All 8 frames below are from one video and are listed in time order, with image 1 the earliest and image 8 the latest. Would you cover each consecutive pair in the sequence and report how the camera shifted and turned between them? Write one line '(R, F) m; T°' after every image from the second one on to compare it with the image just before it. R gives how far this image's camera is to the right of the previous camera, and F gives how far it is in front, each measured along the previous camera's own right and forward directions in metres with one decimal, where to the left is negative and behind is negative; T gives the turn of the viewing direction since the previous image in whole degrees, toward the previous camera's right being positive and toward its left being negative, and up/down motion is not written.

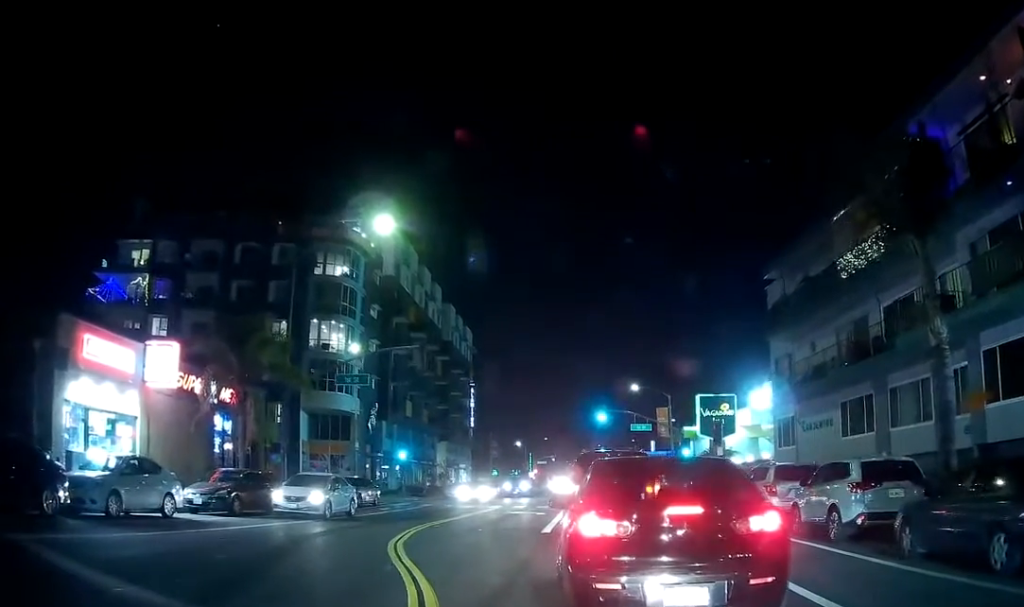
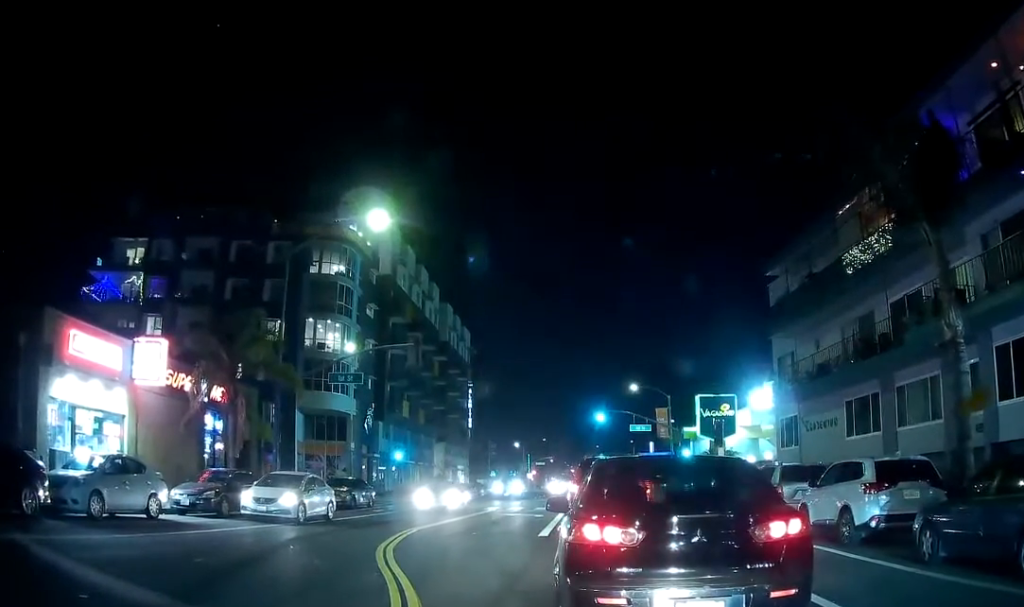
(-0.1, +0.4) m; 0°
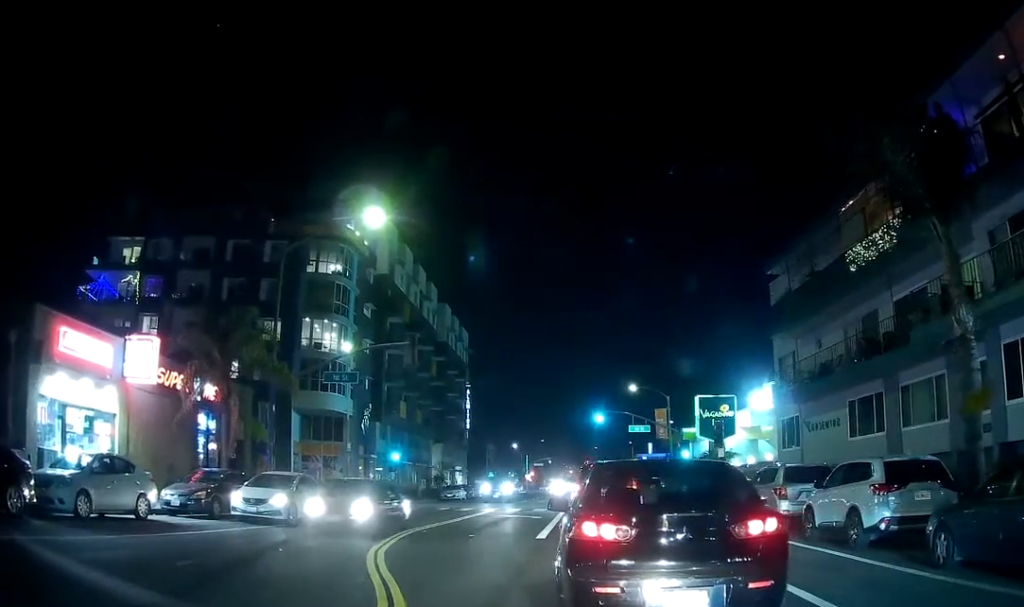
(-0.1, +0.7) m; 0°
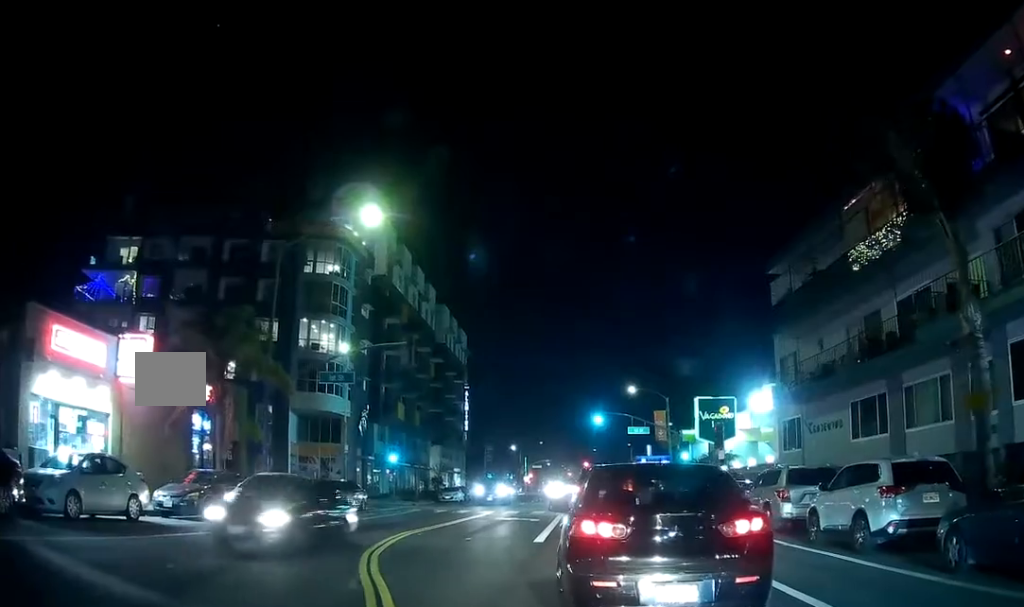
(0.0, +0.2) m; 0°
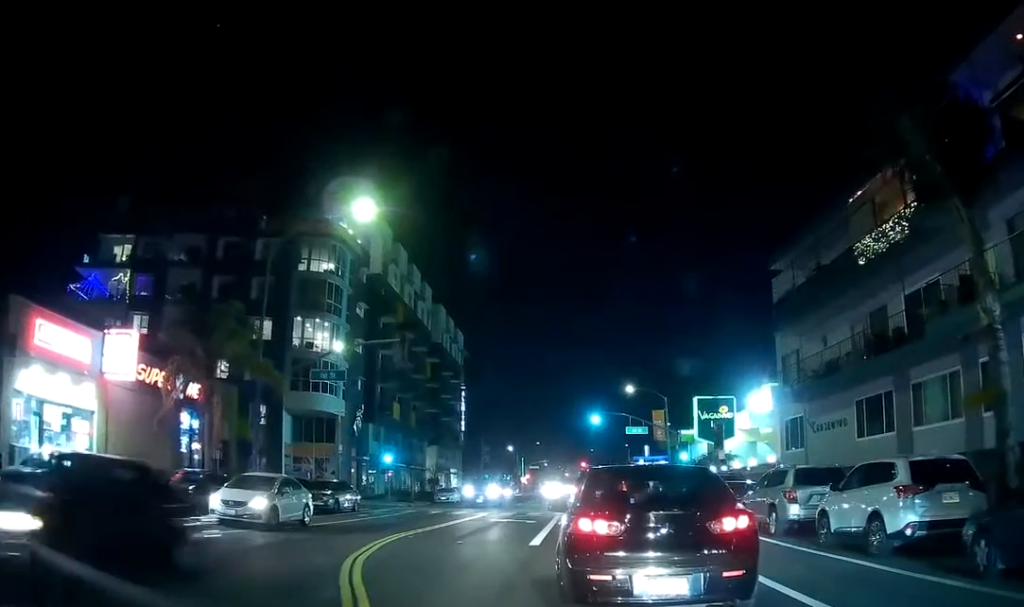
(0.0, +0.3) m; 0°
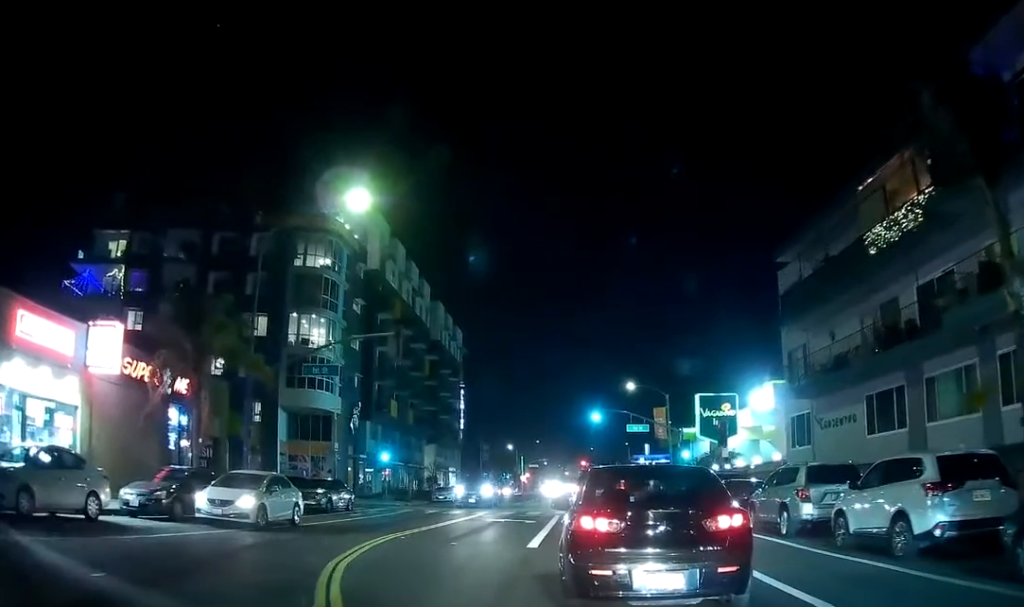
(0.0, +0.4) m; -3°
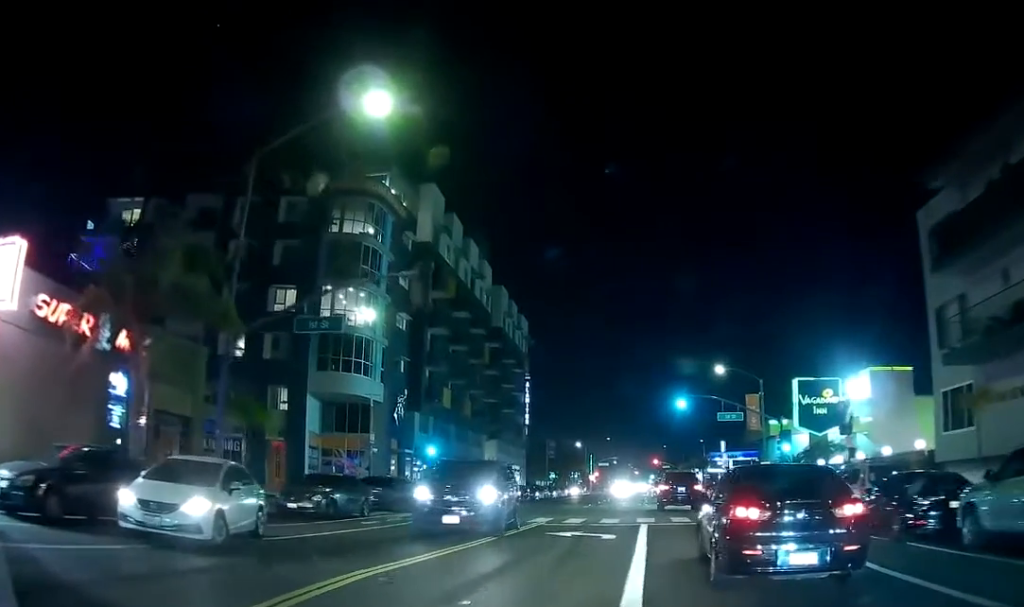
(-0.3, +4.7) m; -4°
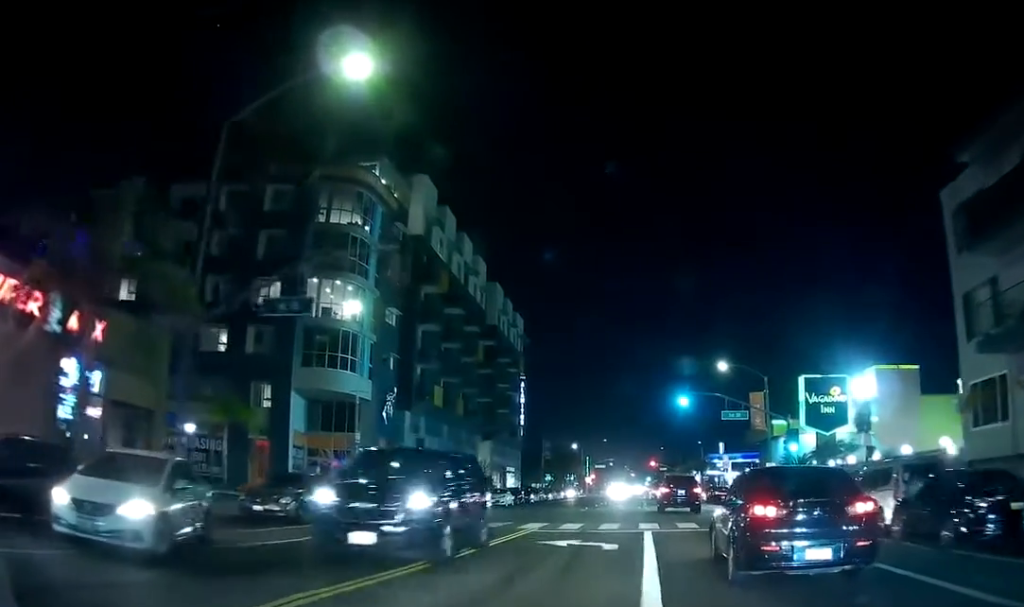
(0.0, +1.9) m; 0°
